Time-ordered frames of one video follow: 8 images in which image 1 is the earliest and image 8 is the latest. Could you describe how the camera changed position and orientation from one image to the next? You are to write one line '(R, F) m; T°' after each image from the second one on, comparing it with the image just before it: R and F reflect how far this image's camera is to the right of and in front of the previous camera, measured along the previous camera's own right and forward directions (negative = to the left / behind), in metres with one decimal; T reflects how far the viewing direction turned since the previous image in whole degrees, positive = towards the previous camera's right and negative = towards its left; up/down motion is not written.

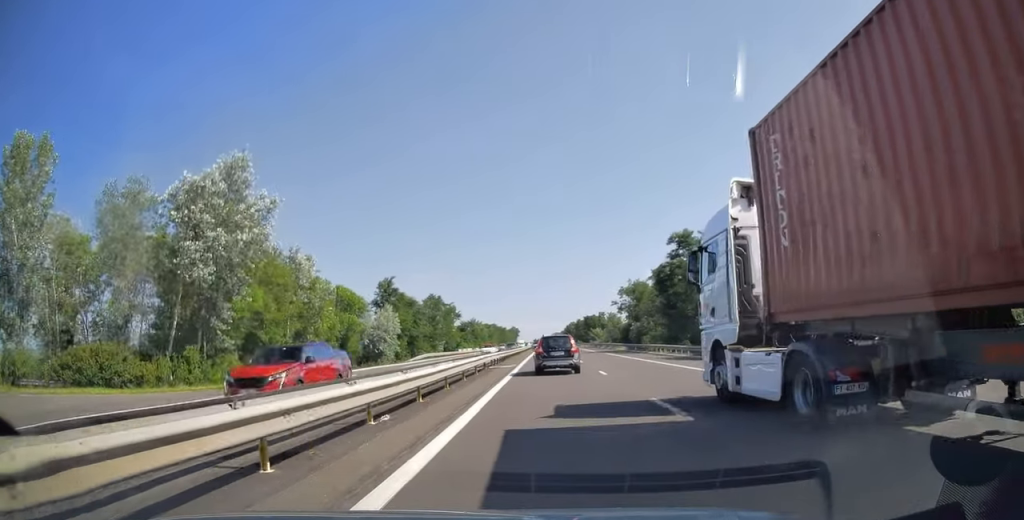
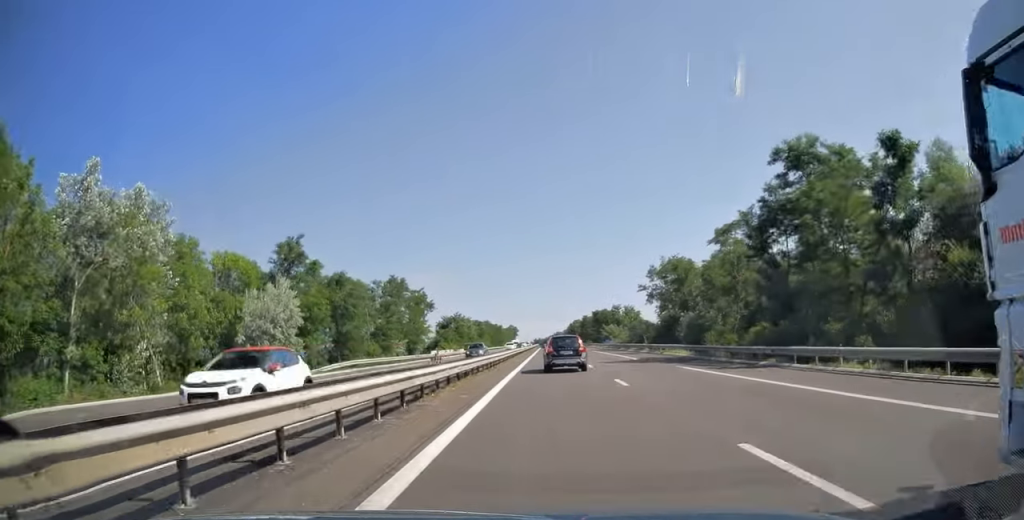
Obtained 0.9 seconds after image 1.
(+0.1, +31.8) m; 0°
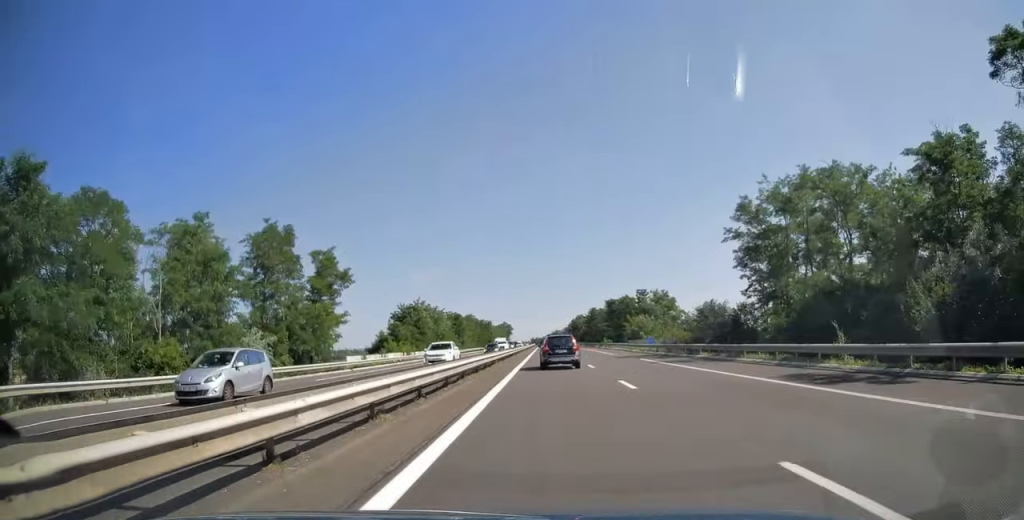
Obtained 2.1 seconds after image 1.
(+0.2, +40.4) m; 0°
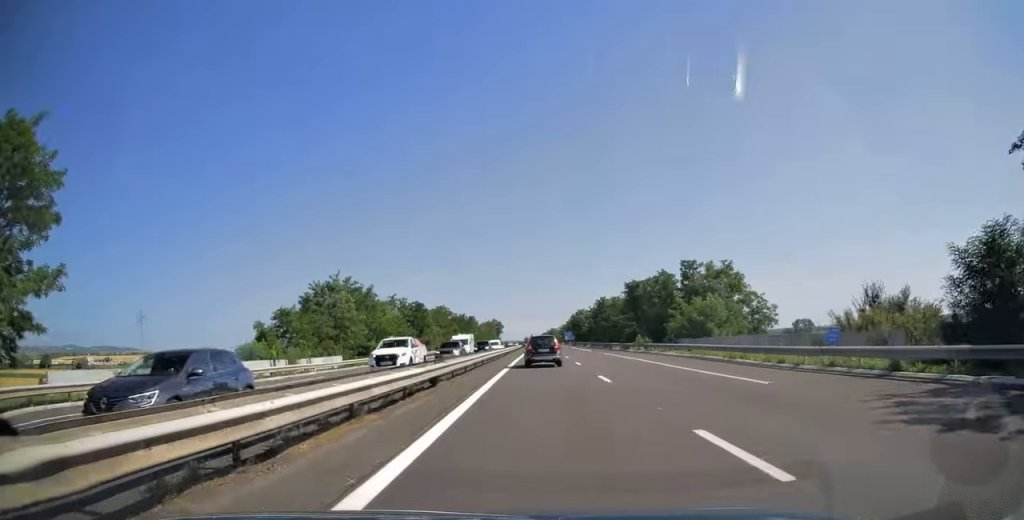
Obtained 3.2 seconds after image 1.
(+0.1, +36.4) m; 0°
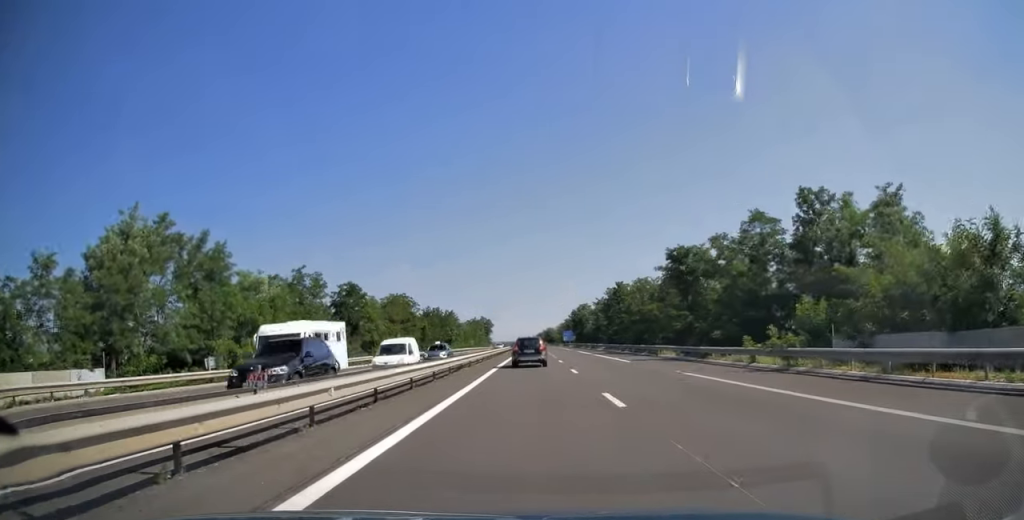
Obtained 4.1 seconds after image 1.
(+0.1, +32.4) m; 0°
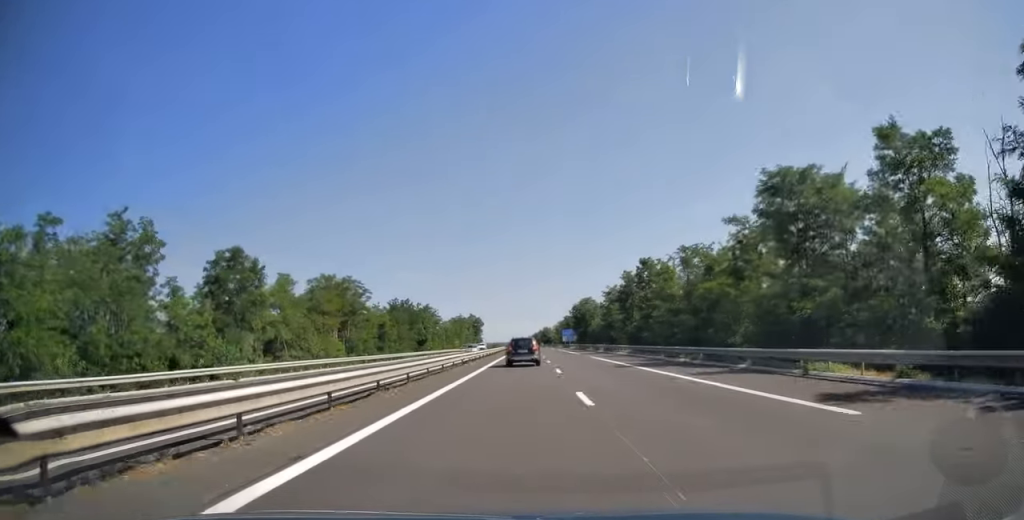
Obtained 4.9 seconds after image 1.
(0.0, +25.6) m; 0°
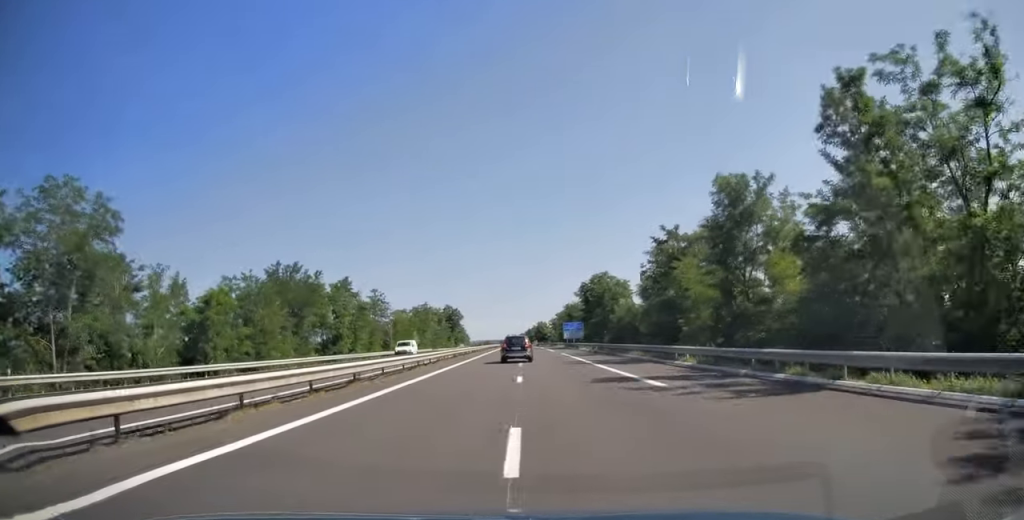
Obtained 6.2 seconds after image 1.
(+0.2, +45.3) m; 0°
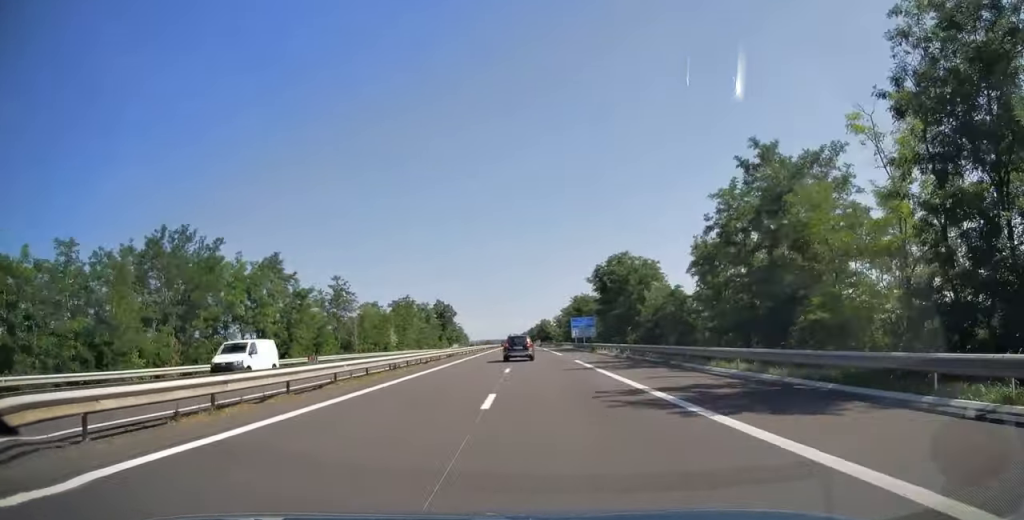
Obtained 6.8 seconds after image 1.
(0.0, +20.4) m; 0°
